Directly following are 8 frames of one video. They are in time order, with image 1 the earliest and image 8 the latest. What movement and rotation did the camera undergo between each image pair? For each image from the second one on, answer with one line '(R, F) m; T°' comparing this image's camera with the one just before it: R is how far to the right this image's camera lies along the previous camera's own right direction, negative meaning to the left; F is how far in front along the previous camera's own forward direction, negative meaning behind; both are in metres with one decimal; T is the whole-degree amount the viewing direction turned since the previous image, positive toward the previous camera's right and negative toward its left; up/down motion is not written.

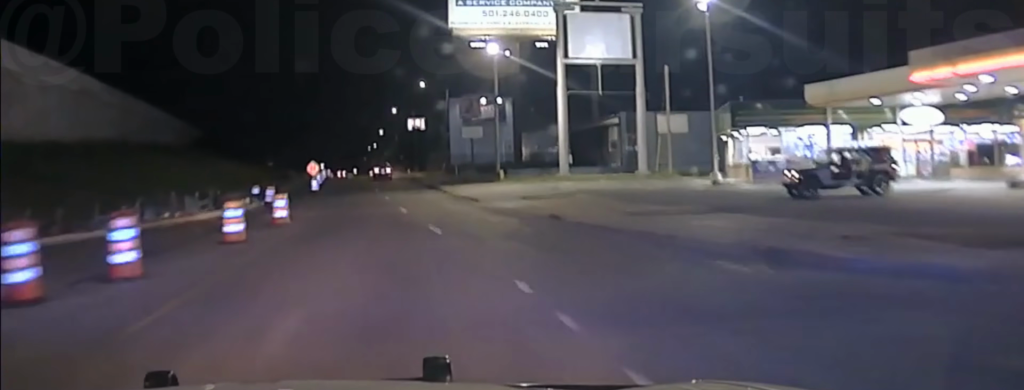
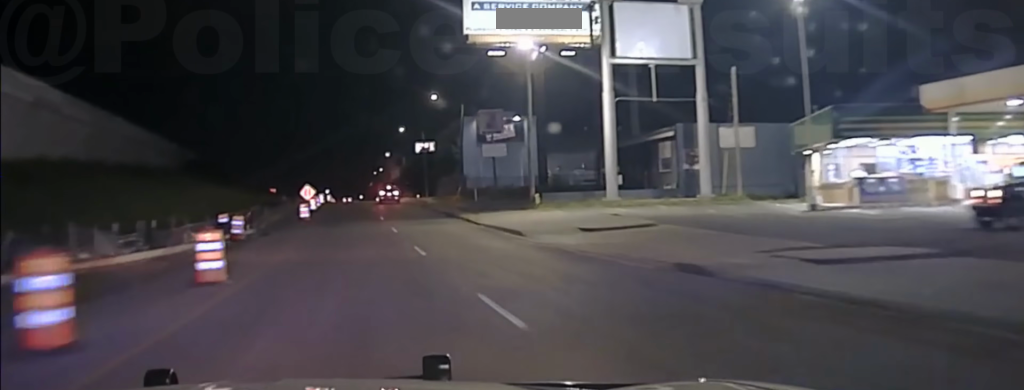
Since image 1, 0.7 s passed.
(+0.1, +10.3) m; 0°
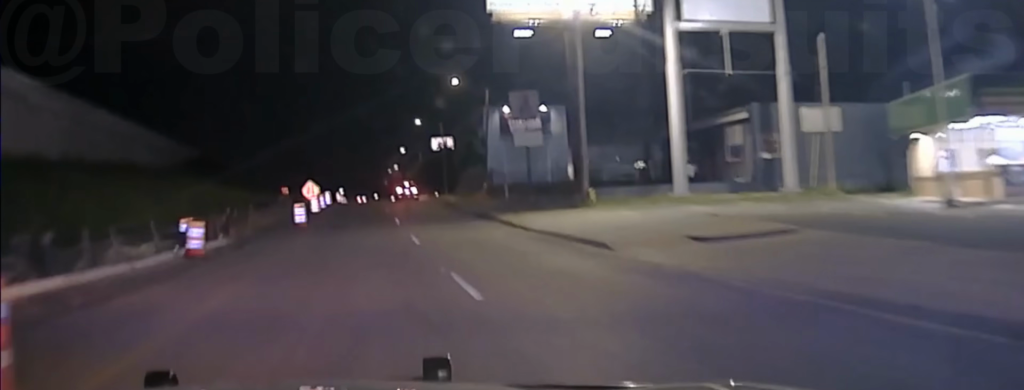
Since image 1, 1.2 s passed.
(0.0, +7.5) m; -1°
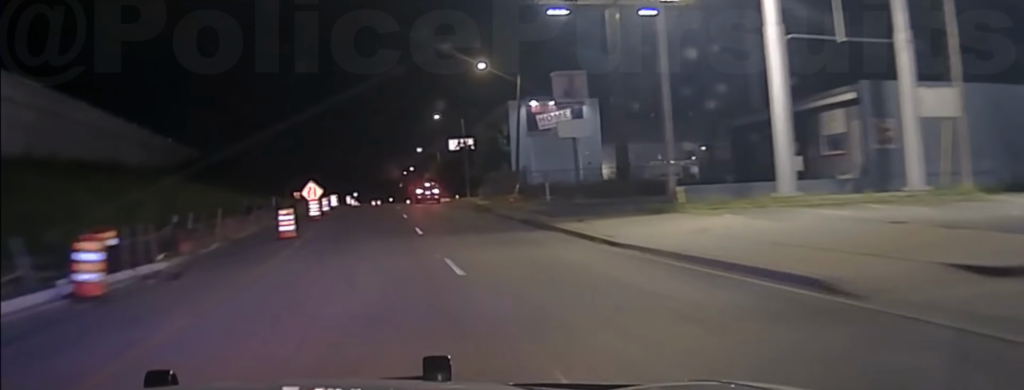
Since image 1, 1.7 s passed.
(0.0, +7.8) m; -1°
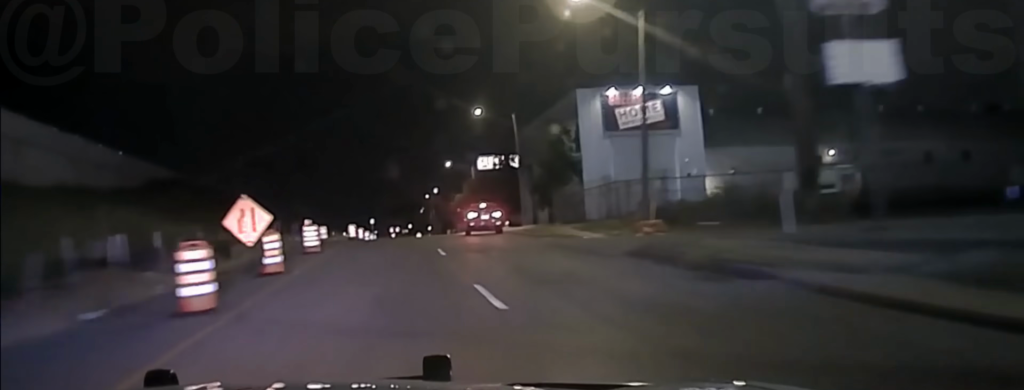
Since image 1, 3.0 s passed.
(-0.5, +25.0) m; -2°
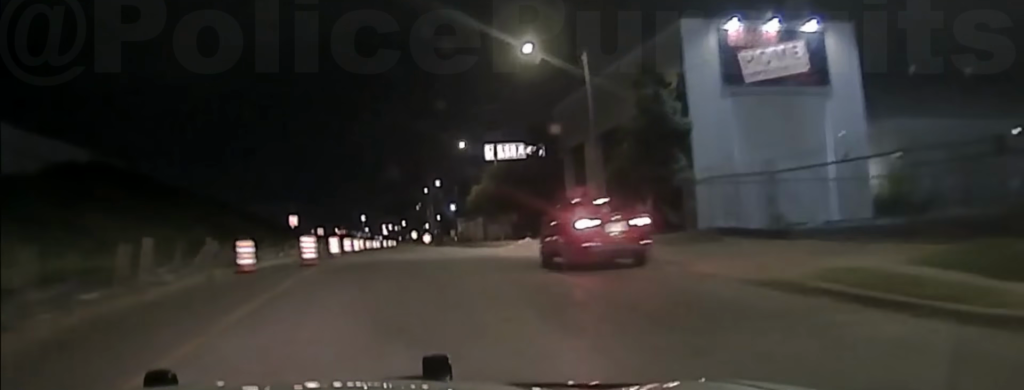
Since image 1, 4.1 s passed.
(-0.2, +27.4) m; 0°
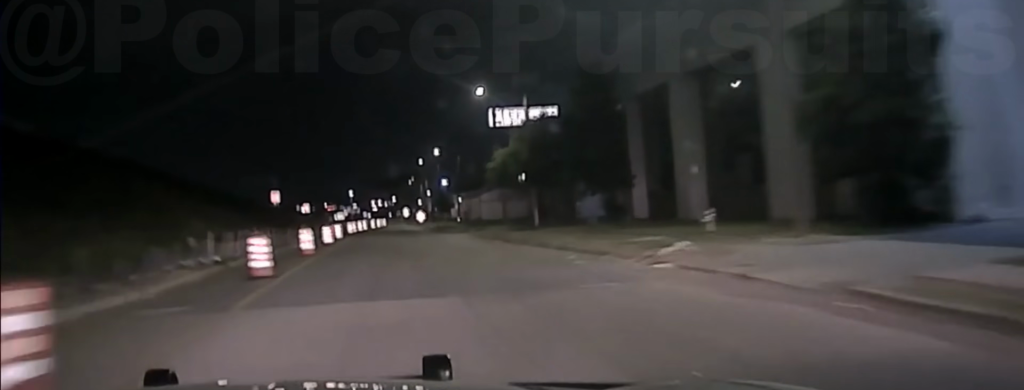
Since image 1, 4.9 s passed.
(+0.2, +25.7) m; 0°
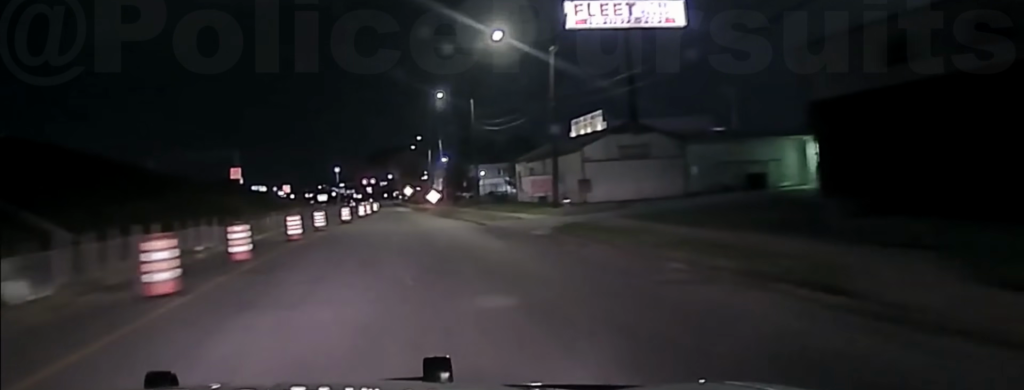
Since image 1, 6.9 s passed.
(-0.1, +61.9) m; 0°
